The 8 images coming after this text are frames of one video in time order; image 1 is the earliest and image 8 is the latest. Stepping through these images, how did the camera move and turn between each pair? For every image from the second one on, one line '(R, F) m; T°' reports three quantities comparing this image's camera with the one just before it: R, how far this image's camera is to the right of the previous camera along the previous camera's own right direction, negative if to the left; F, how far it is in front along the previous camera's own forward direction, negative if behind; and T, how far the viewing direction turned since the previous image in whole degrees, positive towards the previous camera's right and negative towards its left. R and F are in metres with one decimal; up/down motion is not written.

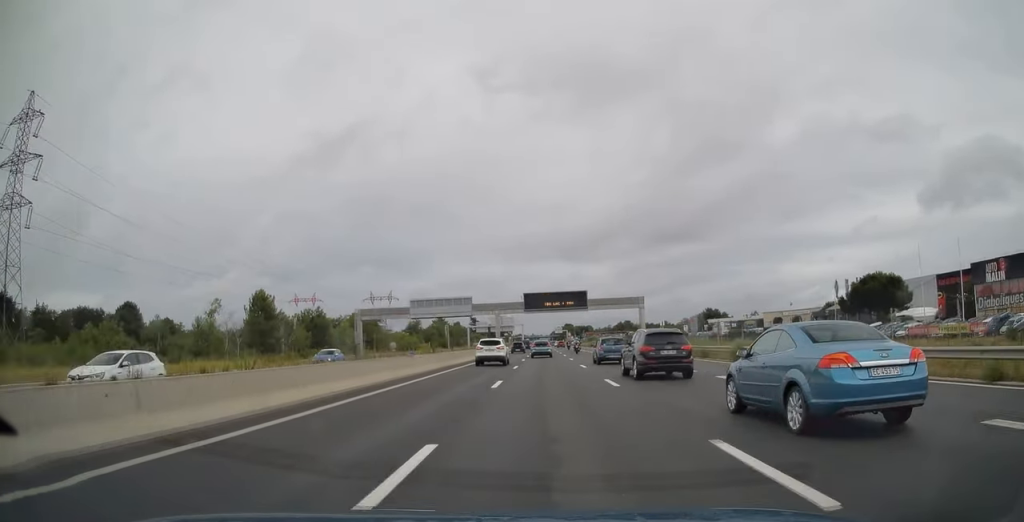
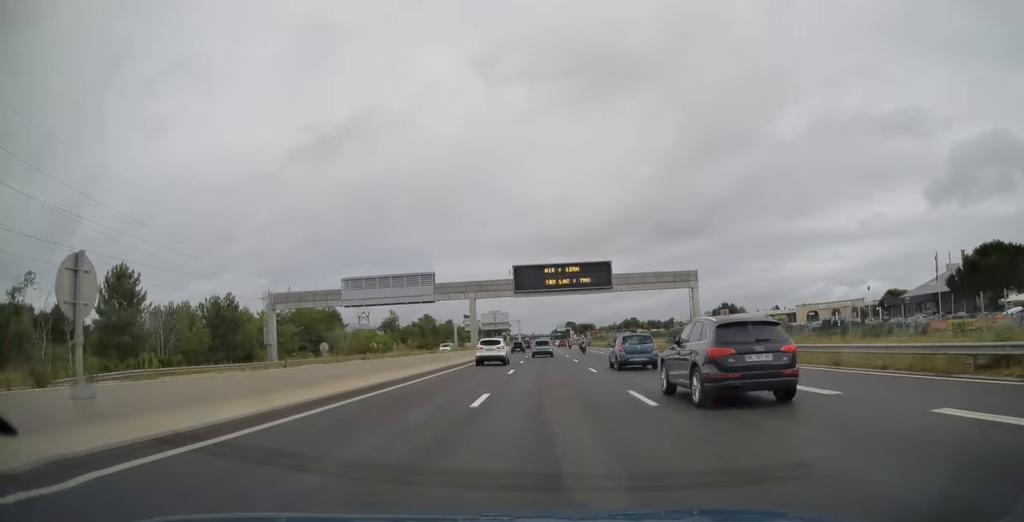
(0.0, +31.5) m; 0°
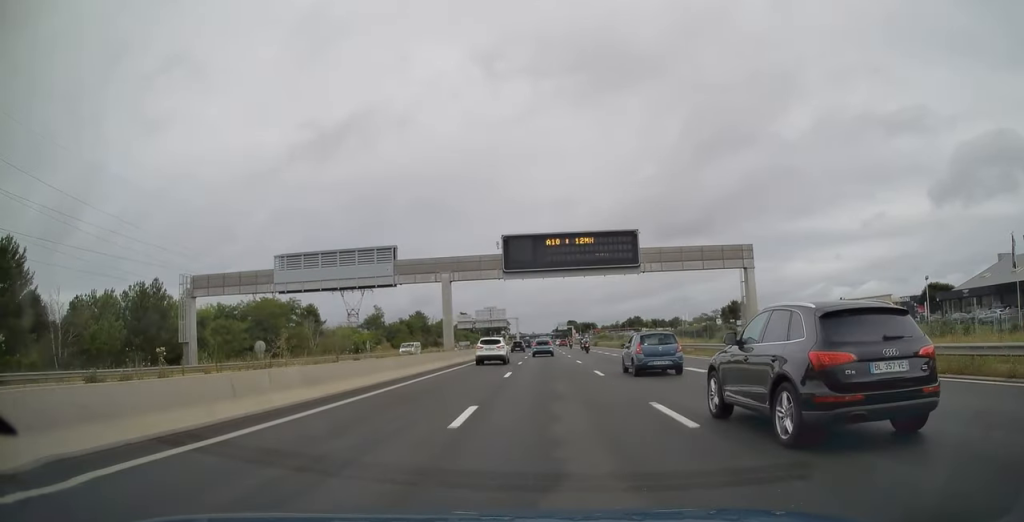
(+0.1, +16.0) m; 0°
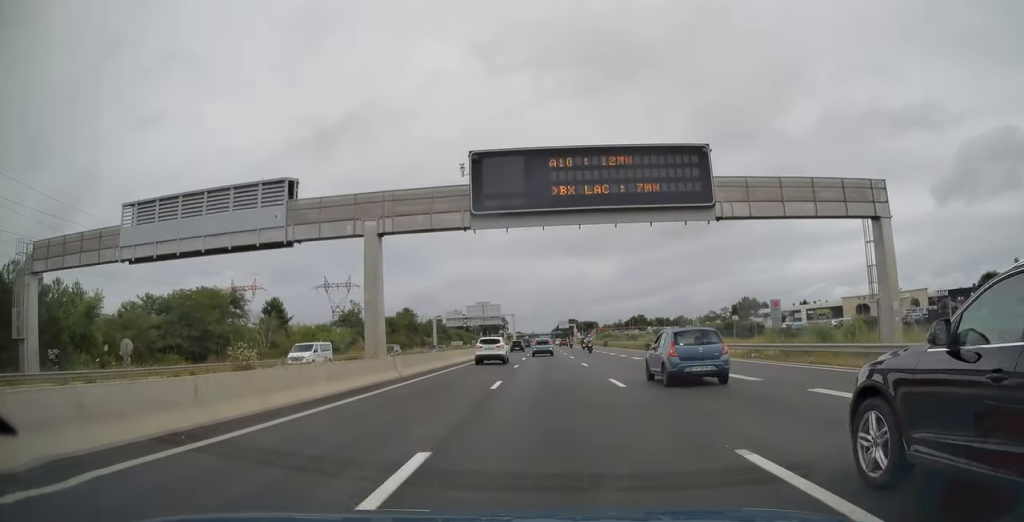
(+0.1, +18.6) m; 0°
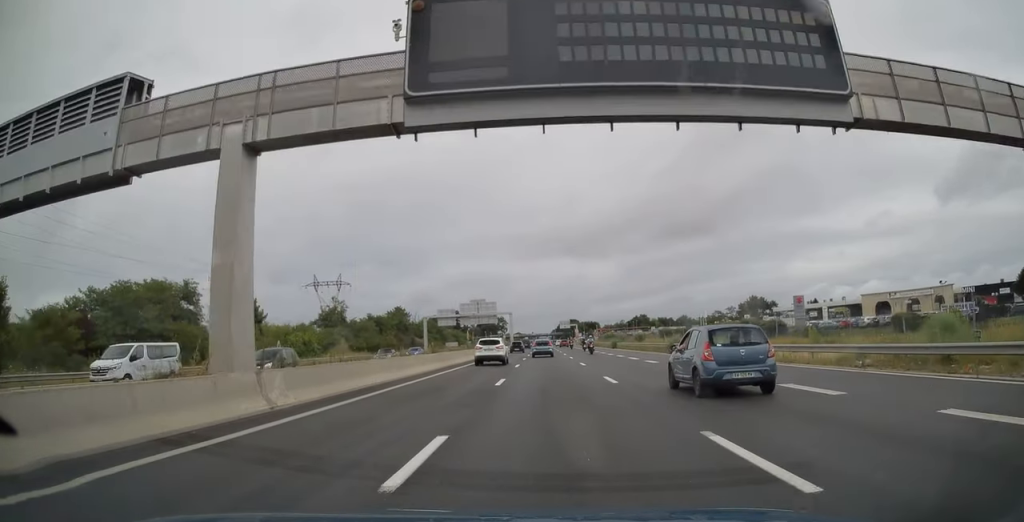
(-0.2, +11.5) m; 0°
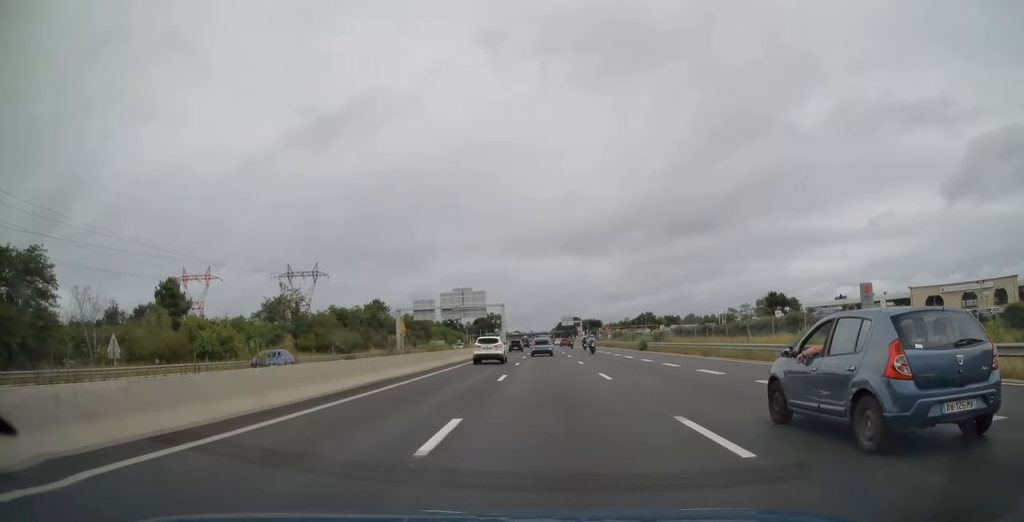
(0.0, +24.7) m; 0°
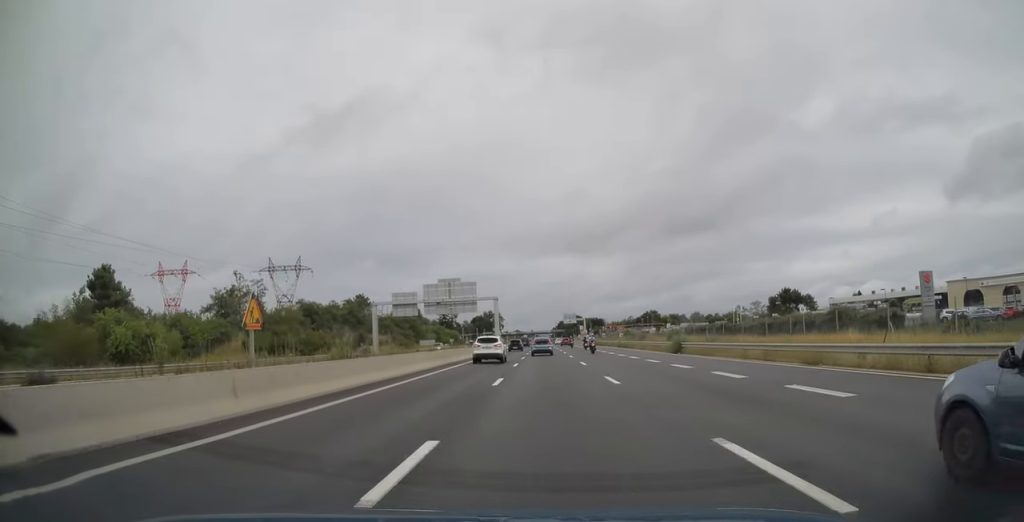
(+0.1, +15.3) m; 0°
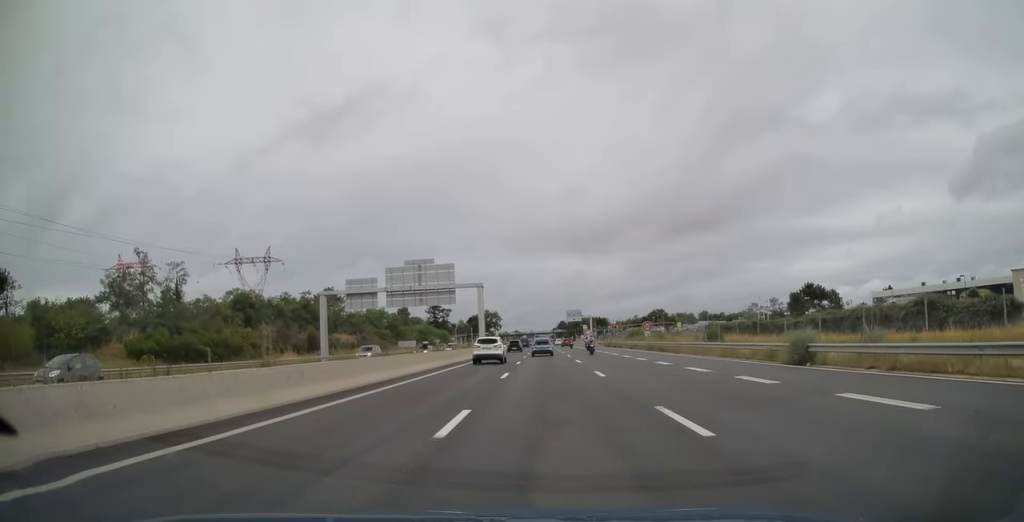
(0.0, +22.4) m; 0°
